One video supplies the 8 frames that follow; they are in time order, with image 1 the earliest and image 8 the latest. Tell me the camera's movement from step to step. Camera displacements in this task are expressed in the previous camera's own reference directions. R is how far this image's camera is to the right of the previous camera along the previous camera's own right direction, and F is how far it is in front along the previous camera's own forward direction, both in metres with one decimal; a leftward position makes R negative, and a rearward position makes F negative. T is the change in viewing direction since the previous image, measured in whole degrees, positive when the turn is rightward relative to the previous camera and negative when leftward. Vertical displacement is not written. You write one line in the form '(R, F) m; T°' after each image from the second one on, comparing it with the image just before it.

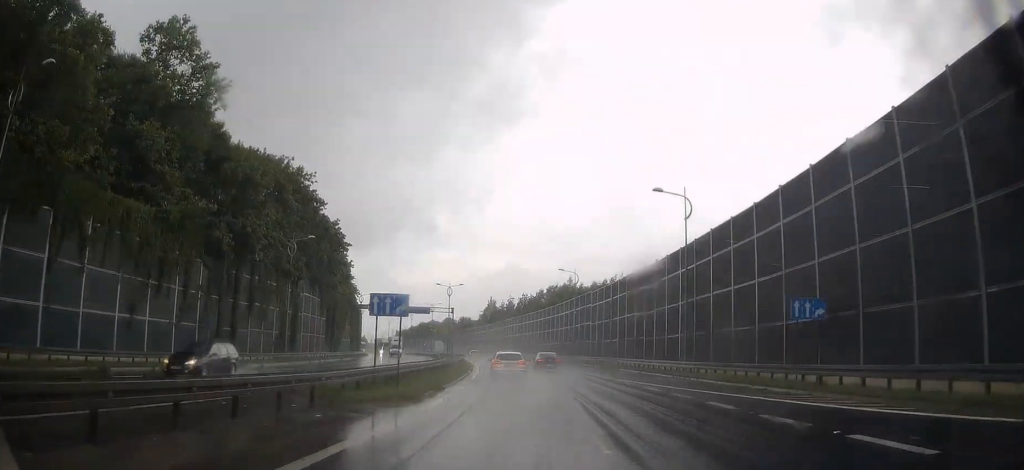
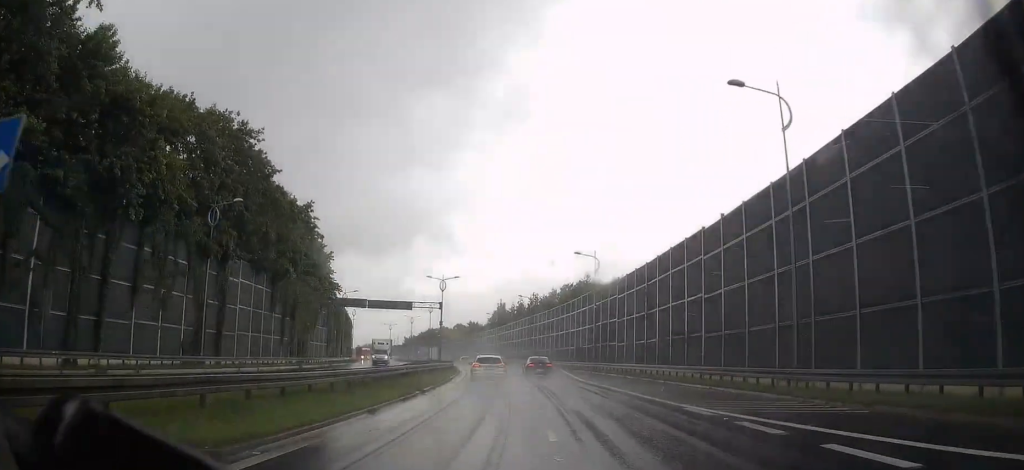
(-0.2, +16.2) m; -2°
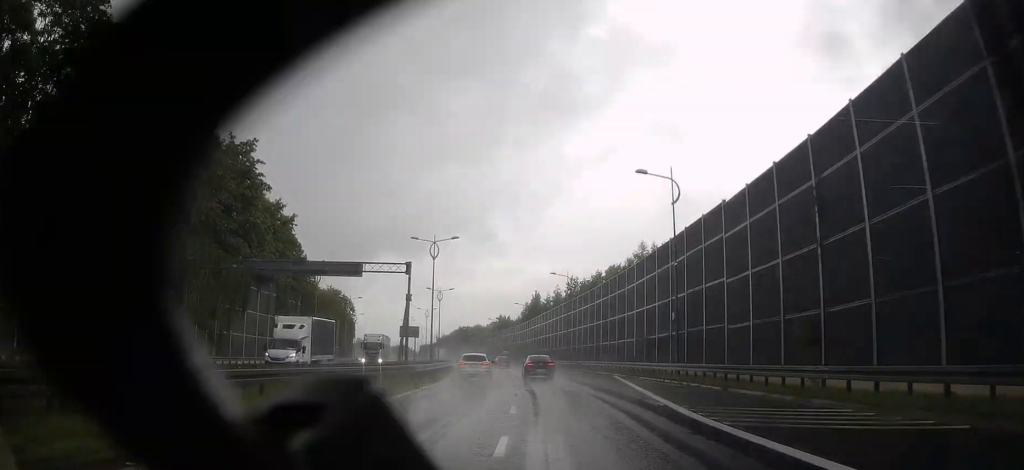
(-0.9, +25.8) m; -4°
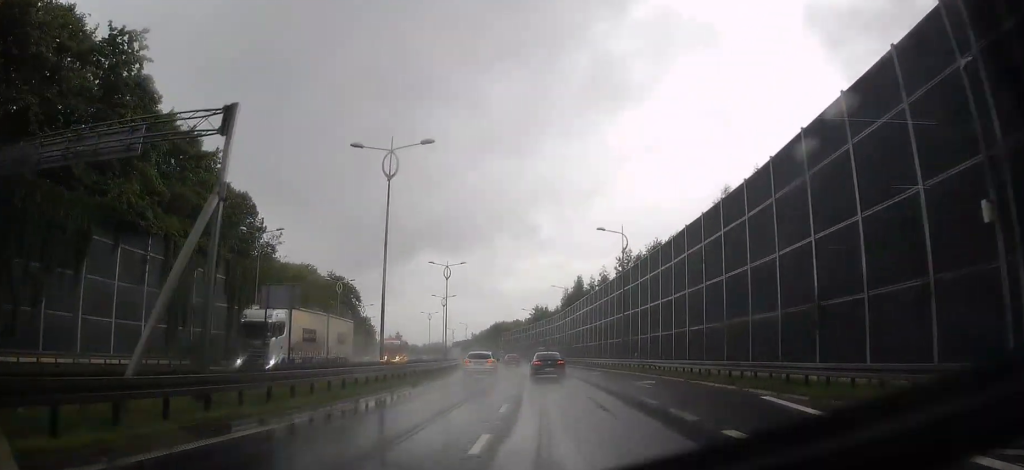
(-0.6, +22.6) m; -3°
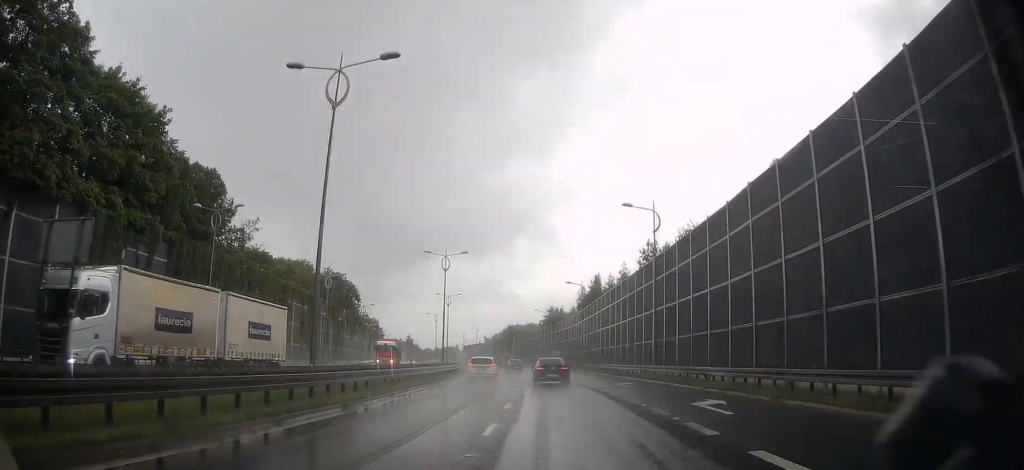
(-0.2, +9.1) m; -1°
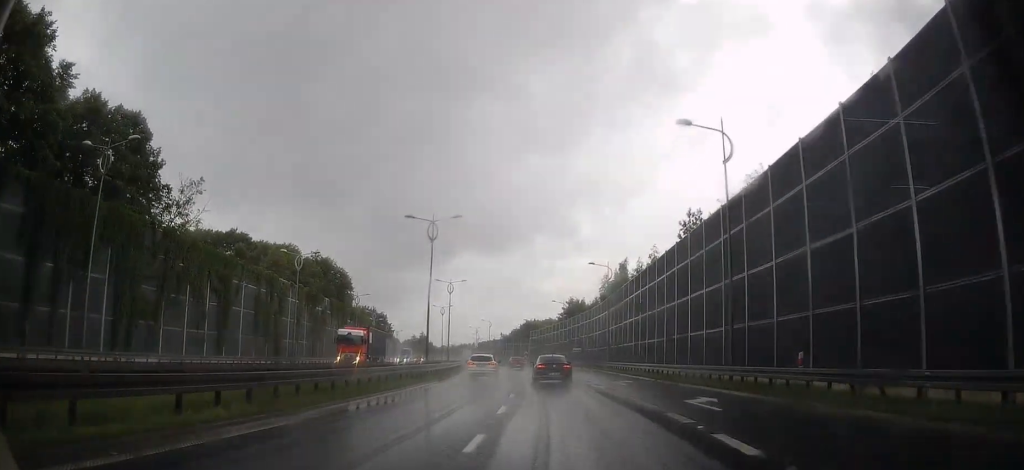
(-0.2, +13.8) m; -2°
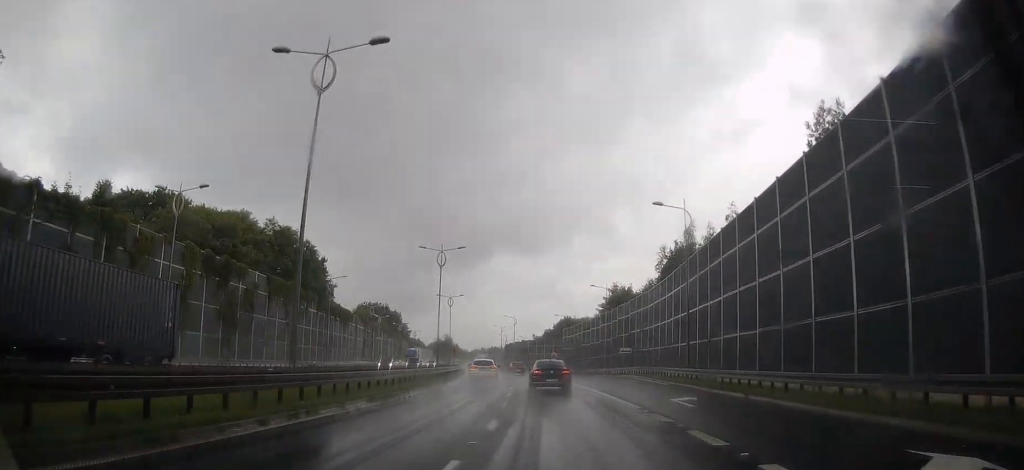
(-0.6, +25.7) m; -3°
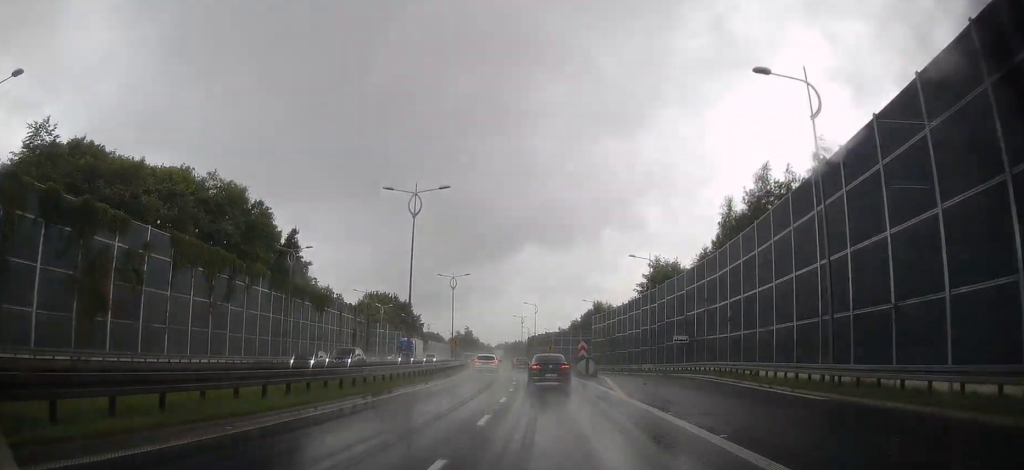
(-0.4, +18.0) m; -2°
